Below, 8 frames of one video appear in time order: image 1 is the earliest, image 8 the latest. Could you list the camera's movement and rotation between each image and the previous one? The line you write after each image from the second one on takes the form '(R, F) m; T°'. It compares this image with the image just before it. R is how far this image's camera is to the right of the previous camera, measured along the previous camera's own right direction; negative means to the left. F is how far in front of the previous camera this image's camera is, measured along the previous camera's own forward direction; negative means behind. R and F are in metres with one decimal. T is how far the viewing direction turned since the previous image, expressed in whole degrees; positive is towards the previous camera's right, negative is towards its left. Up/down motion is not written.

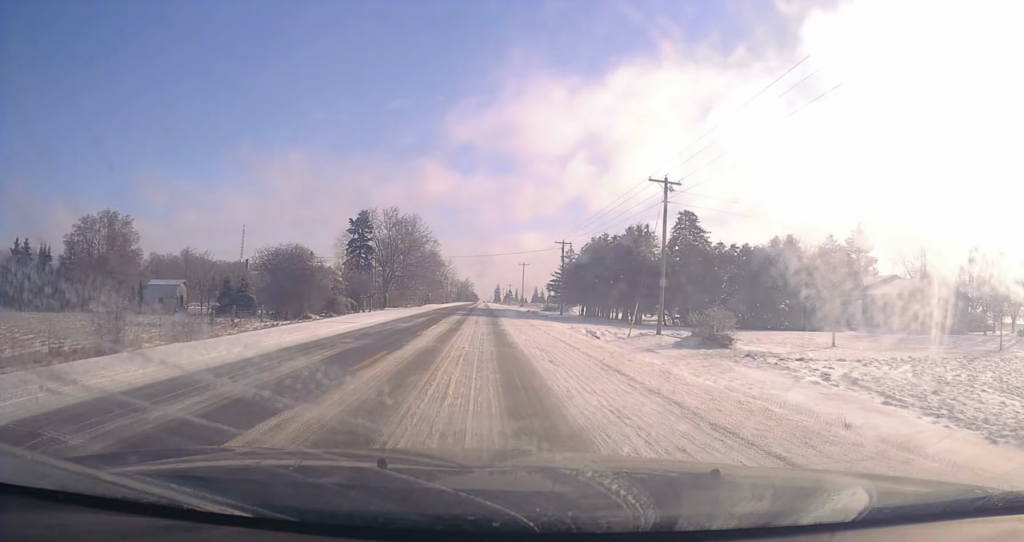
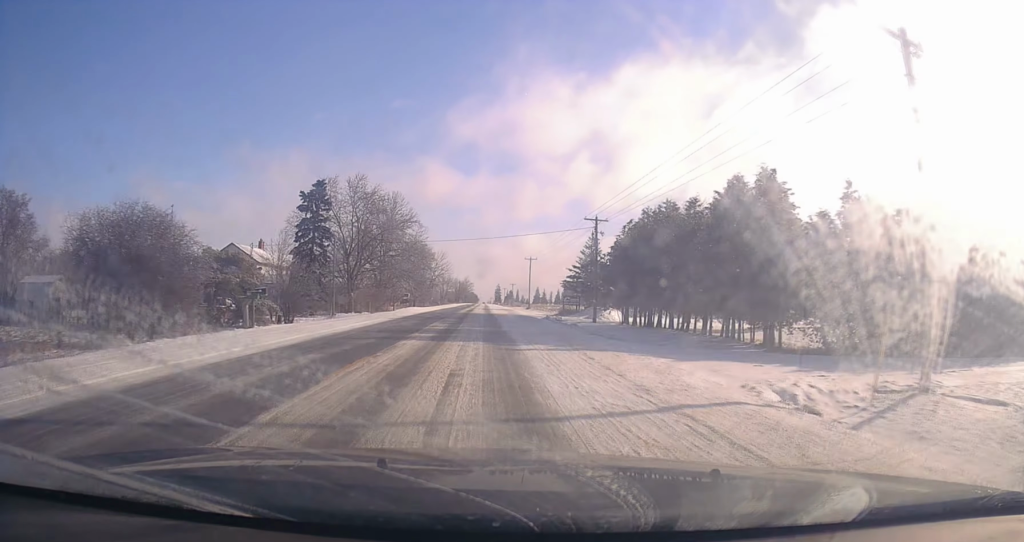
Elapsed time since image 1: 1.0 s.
(+0.7, +22.2) m; 0°
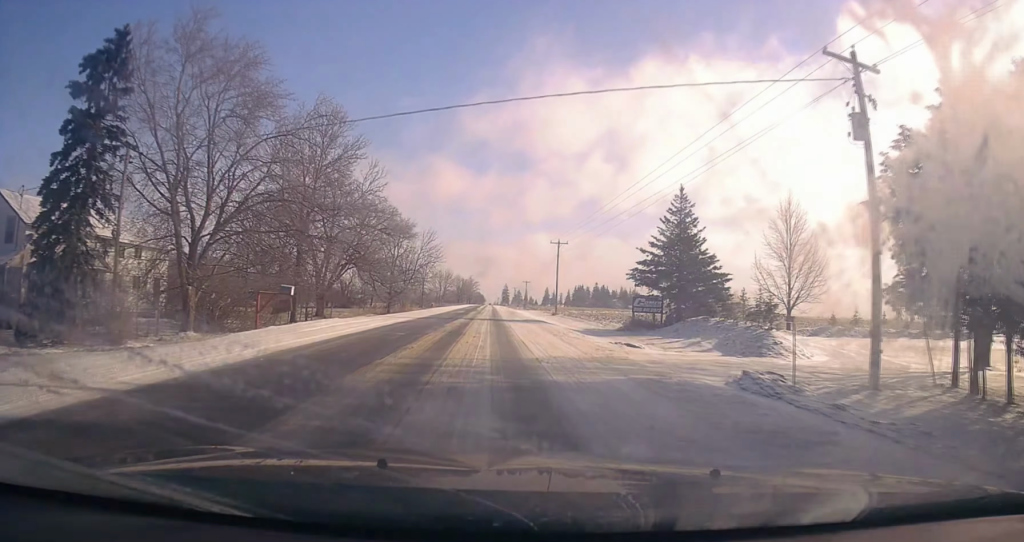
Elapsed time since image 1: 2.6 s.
(-0.8, +37.4) m; -1°
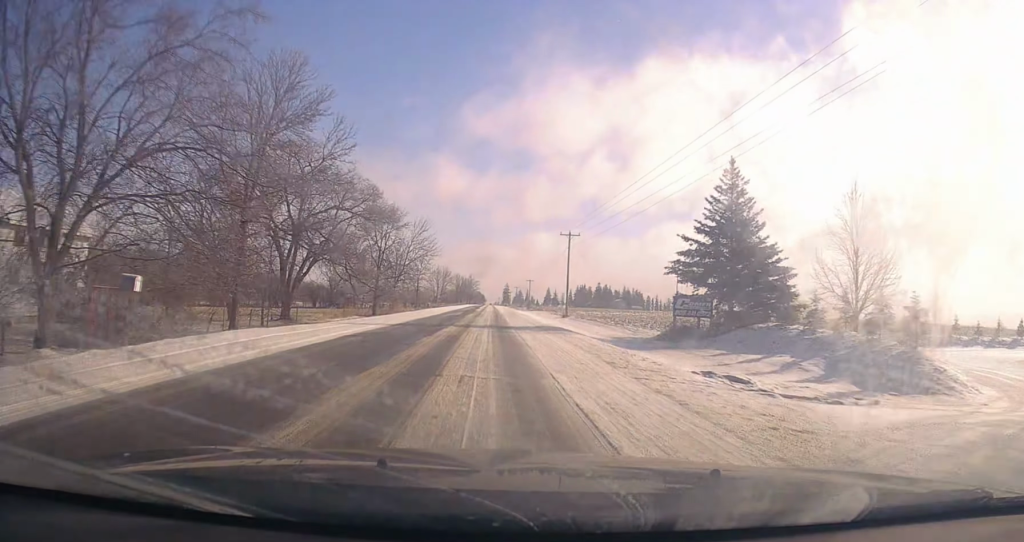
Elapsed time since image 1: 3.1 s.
(+0.3, +11.0) m; 0°
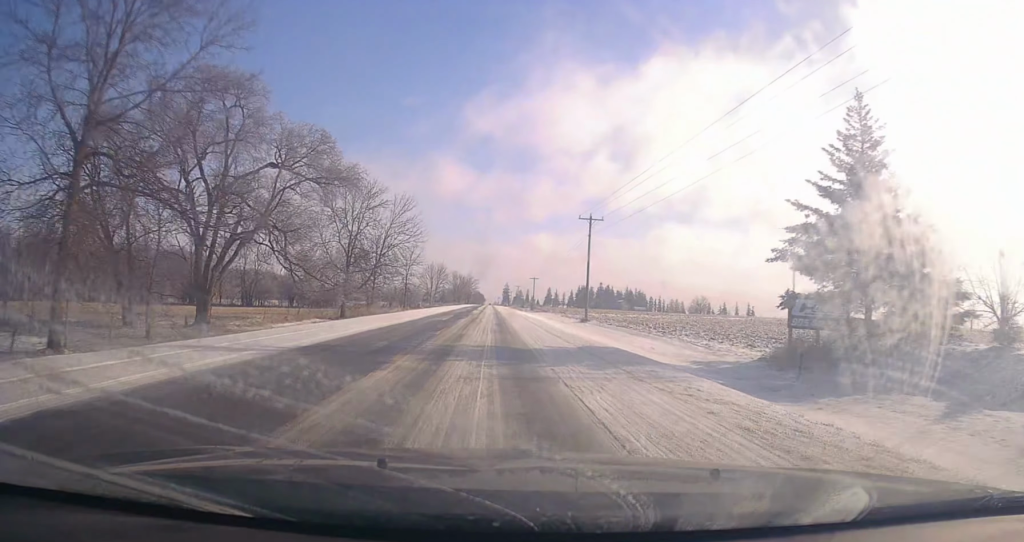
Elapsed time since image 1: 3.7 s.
(-0.3, +14.4) m; 0°
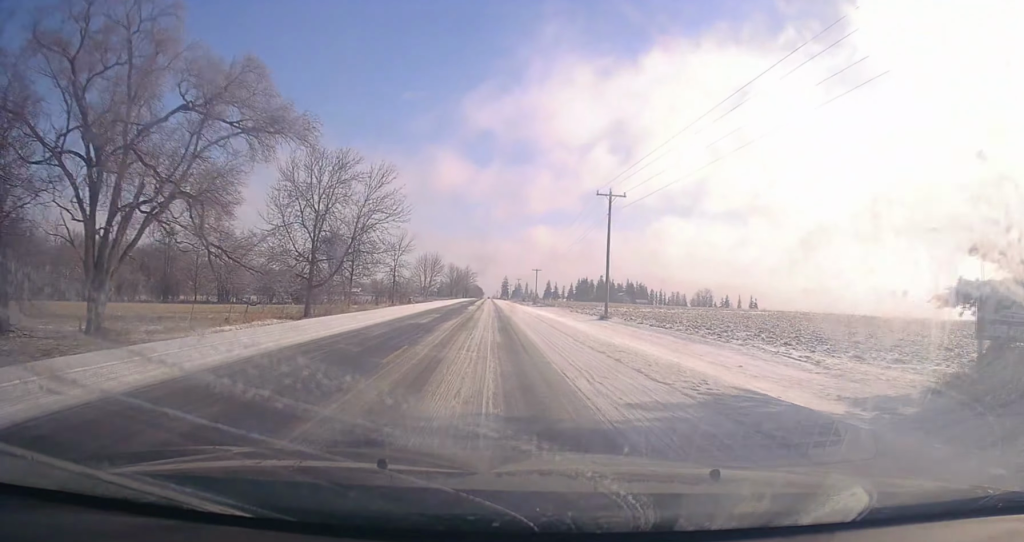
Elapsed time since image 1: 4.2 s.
(-0.4, +11.2) m; 0°
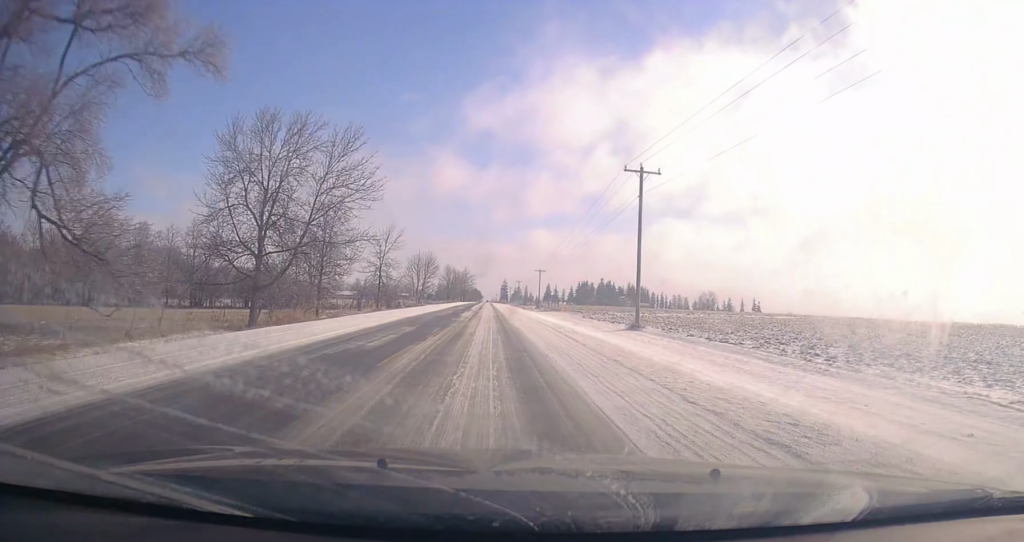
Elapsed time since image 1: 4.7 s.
(+0.3, +10.5) m; +1°
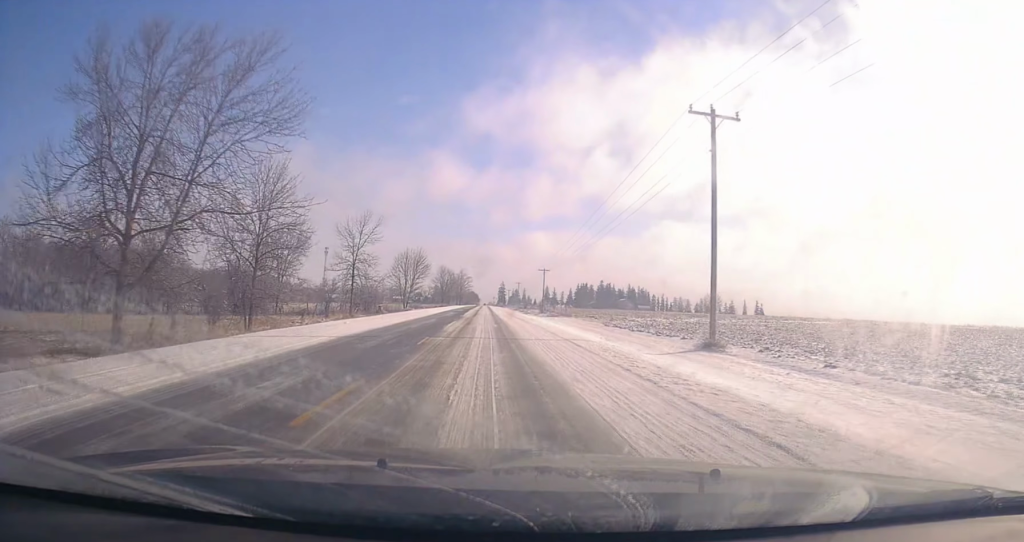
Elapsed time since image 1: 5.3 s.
(+0.2, +13.4) m; +1°
